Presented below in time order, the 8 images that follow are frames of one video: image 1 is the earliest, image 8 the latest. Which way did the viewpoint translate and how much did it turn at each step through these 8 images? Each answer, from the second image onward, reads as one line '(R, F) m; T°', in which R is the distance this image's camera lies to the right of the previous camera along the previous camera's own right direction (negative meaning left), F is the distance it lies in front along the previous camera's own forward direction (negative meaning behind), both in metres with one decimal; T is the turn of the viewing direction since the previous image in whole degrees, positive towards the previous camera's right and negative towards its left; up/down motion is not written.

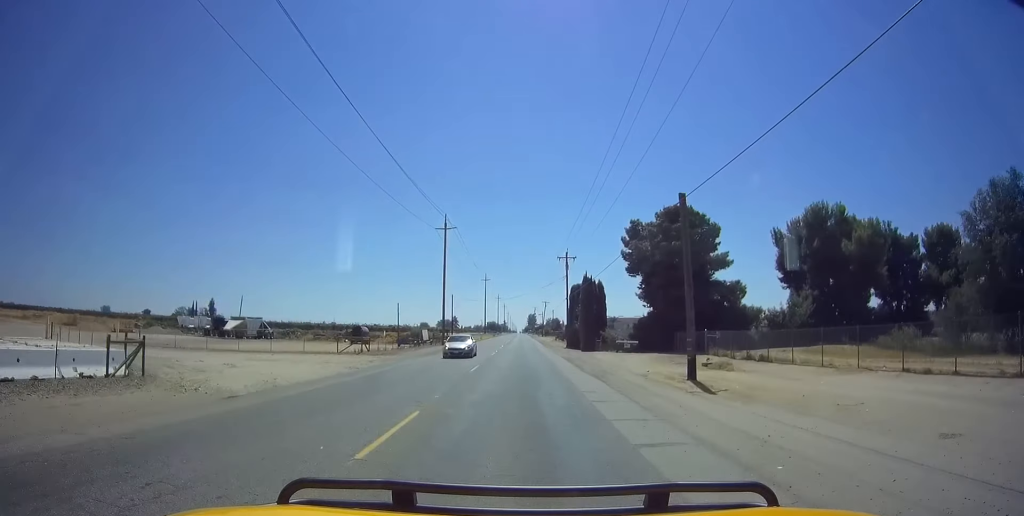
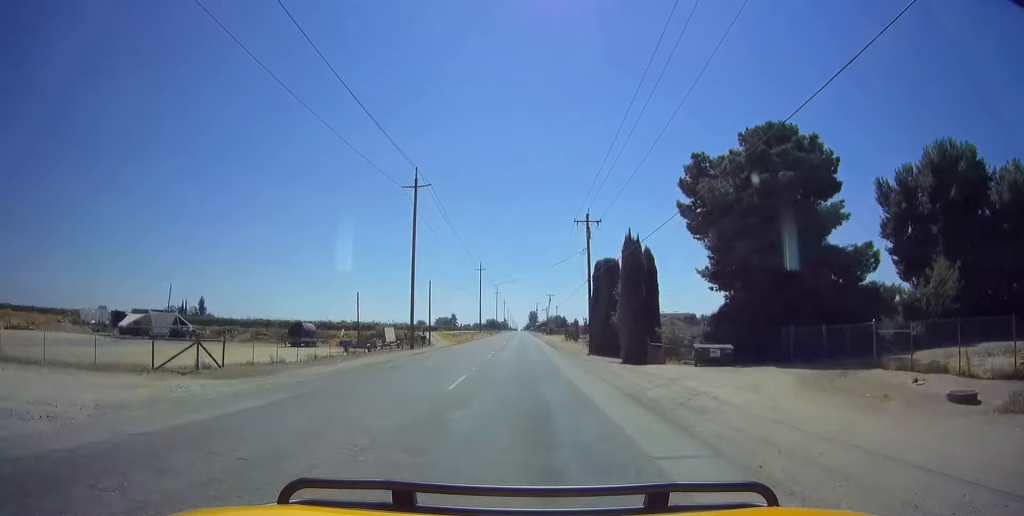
(0.0, +21.6) m; 0°
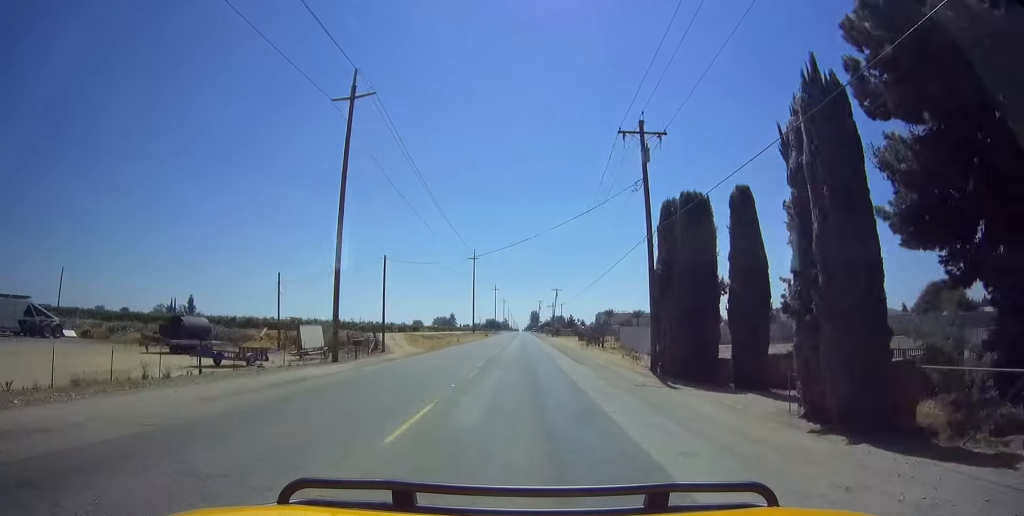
(0.0, +21.9) m; 0°
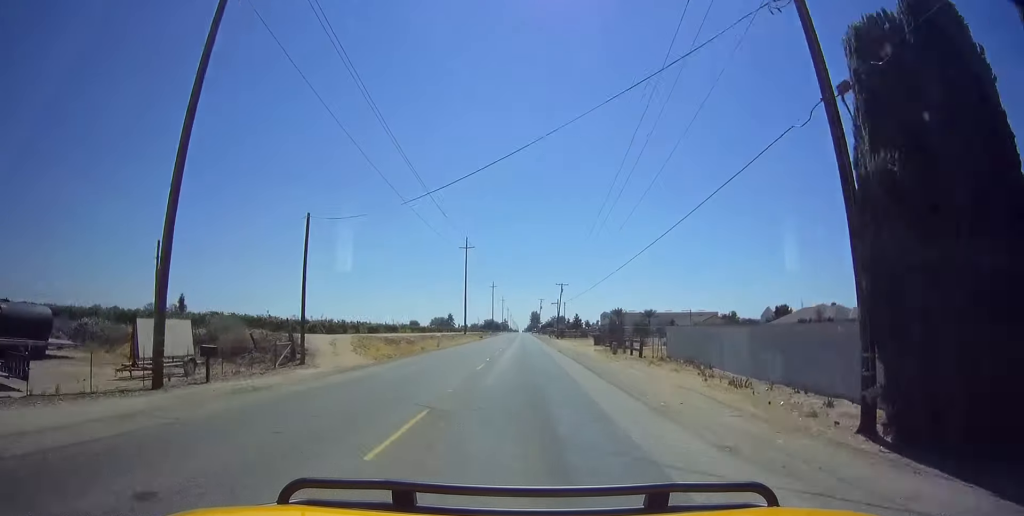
(0.0, +15.9) m; 0°
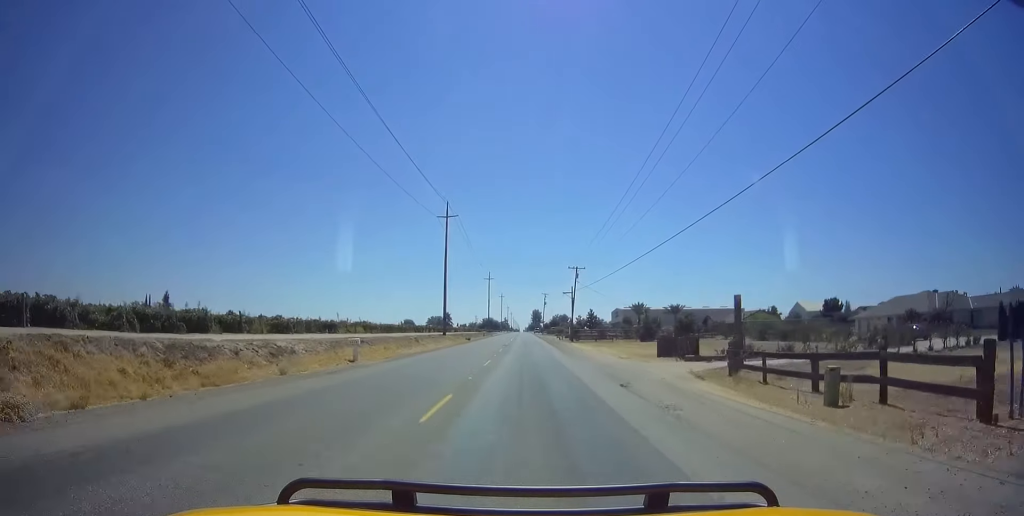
(0.0, +26.9) m; 0°
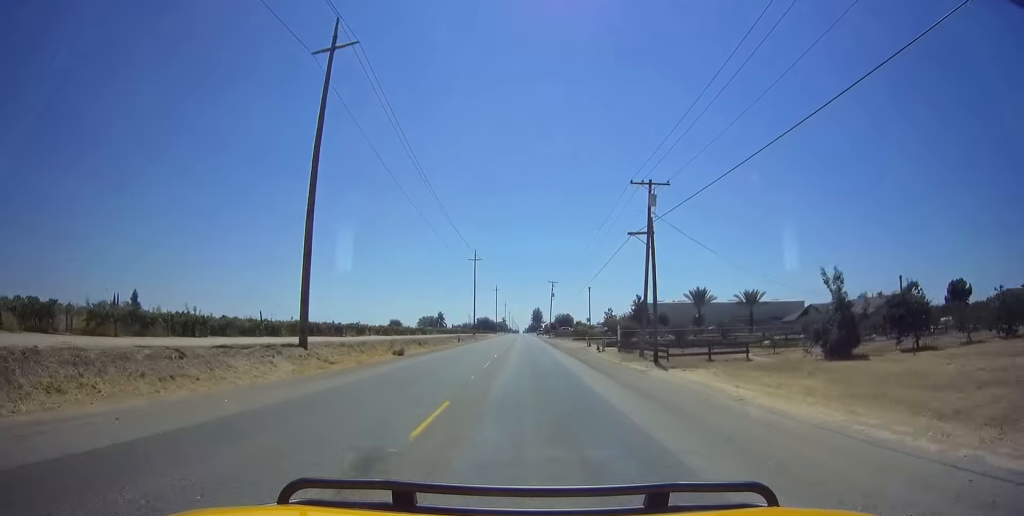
(0.0, +45.8) m; 0°
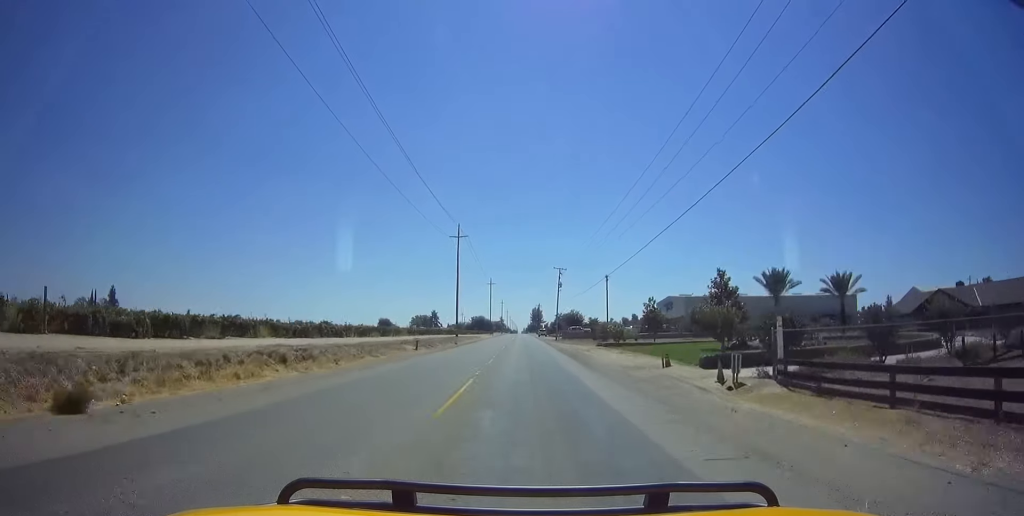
(0.0, +27.9) m; 0°
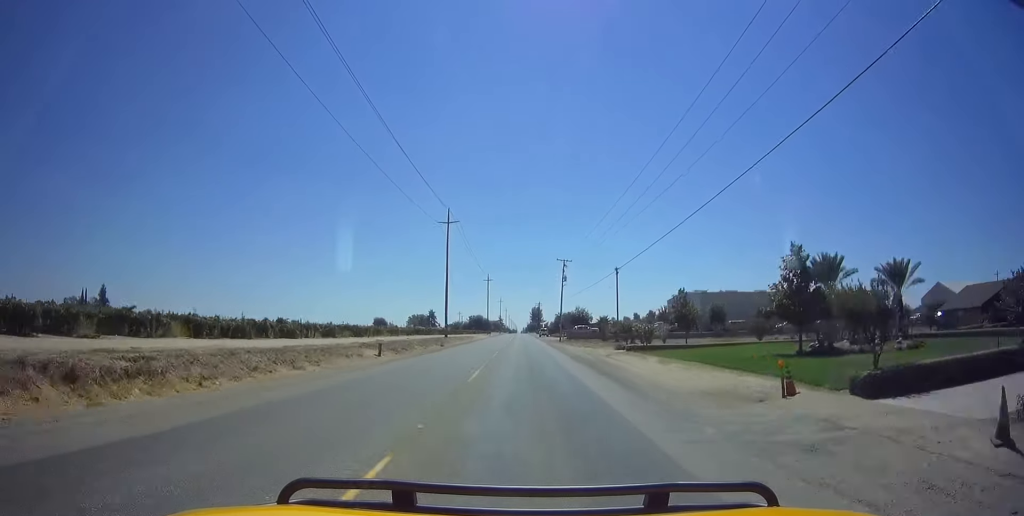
(0.0, +11.2) m; 0°
